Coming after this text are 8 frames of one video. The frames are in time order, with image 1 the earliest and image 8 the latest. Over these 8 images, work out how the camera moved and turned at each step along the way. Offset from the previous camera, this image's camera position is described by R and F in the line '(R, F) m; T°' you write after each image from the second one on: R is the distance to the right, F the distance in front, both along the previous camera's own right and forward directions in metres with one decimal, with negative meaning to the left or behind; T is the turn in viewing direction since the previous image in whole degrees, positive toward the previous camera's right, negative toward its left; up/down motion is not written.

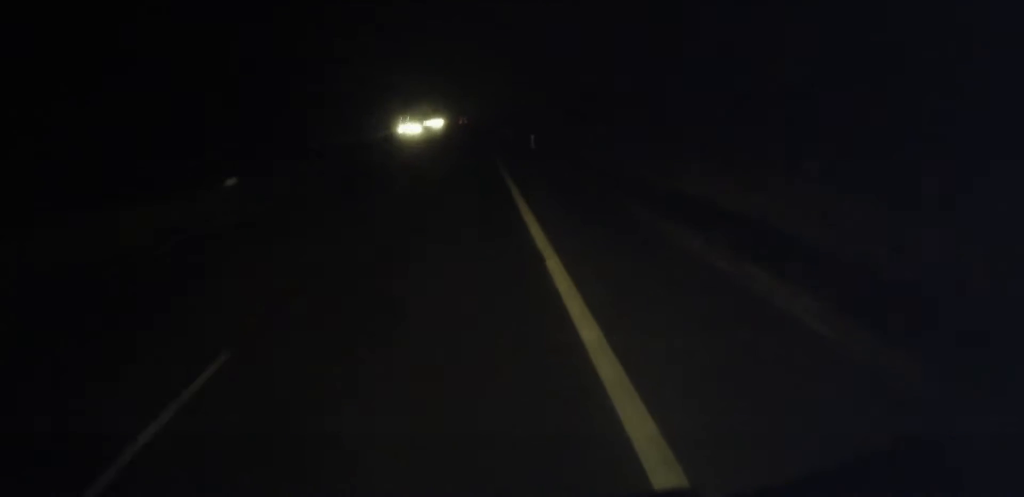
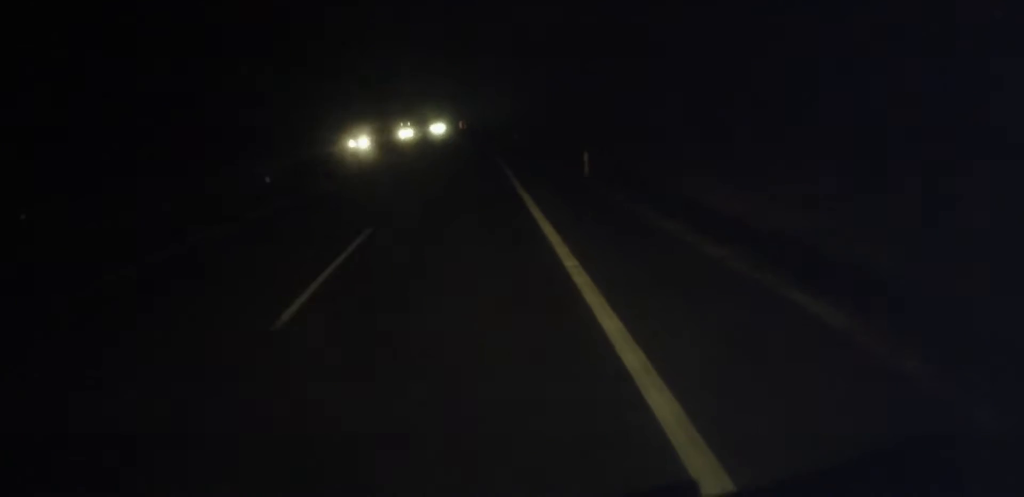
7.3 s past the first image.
(-2.4, +172.3) m; -1°
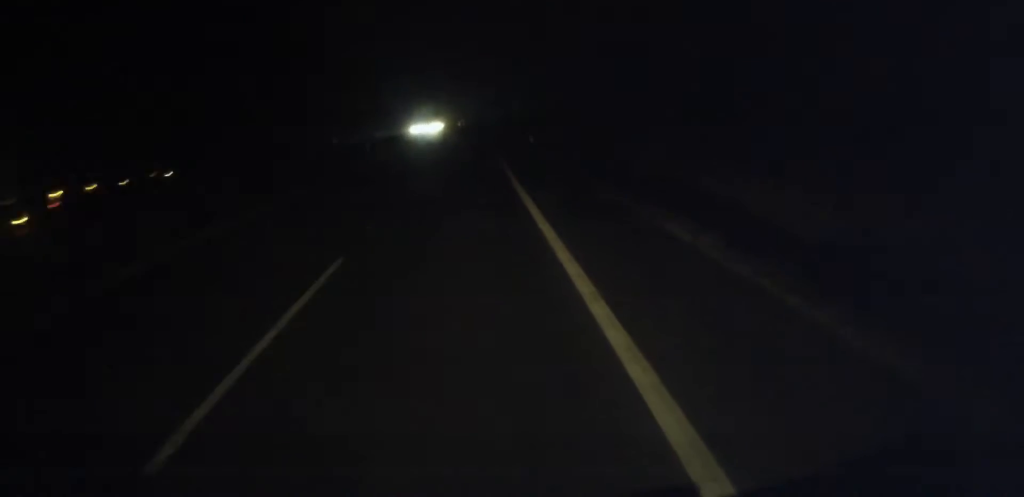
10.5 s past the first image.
(+0.2, +75.1) m; 0°
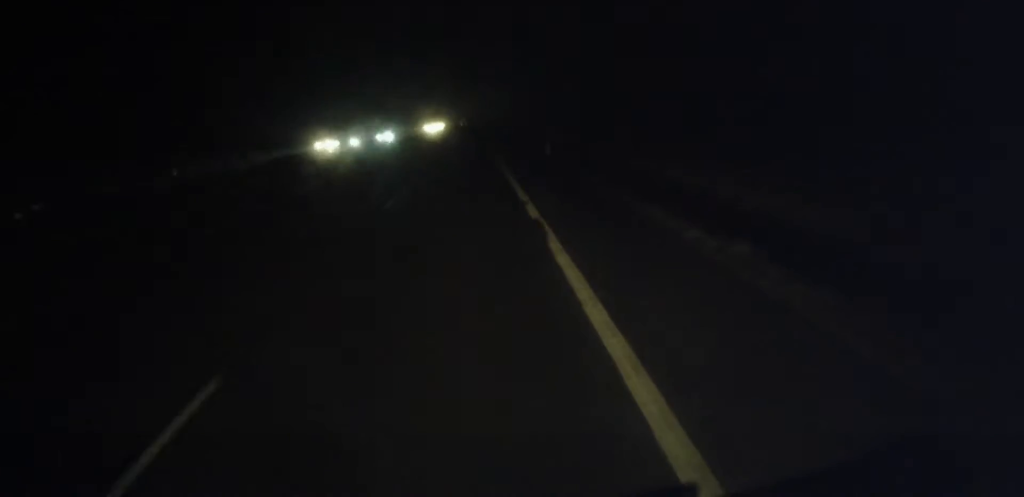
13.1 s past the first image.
(-0.2, +59.4) m; -1°
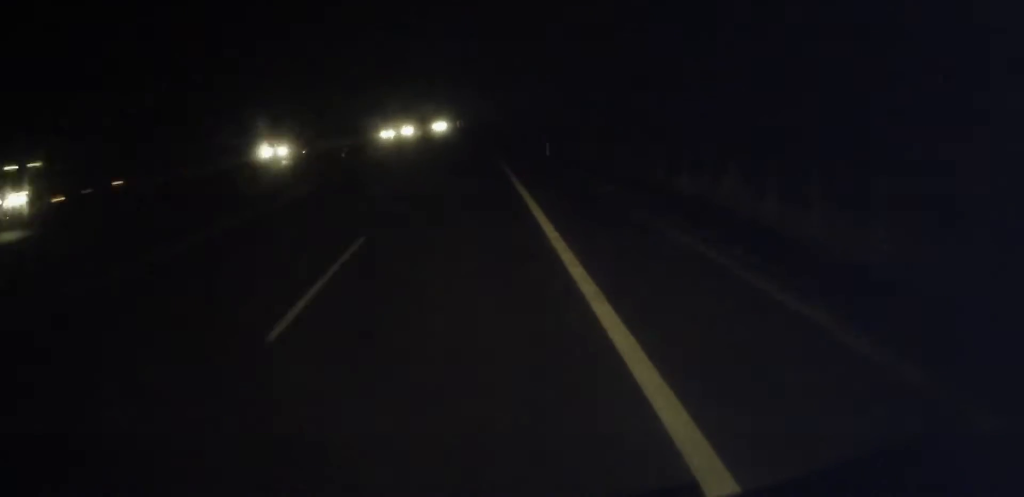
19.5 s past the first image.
(-2.0, +150.1) m; -1°
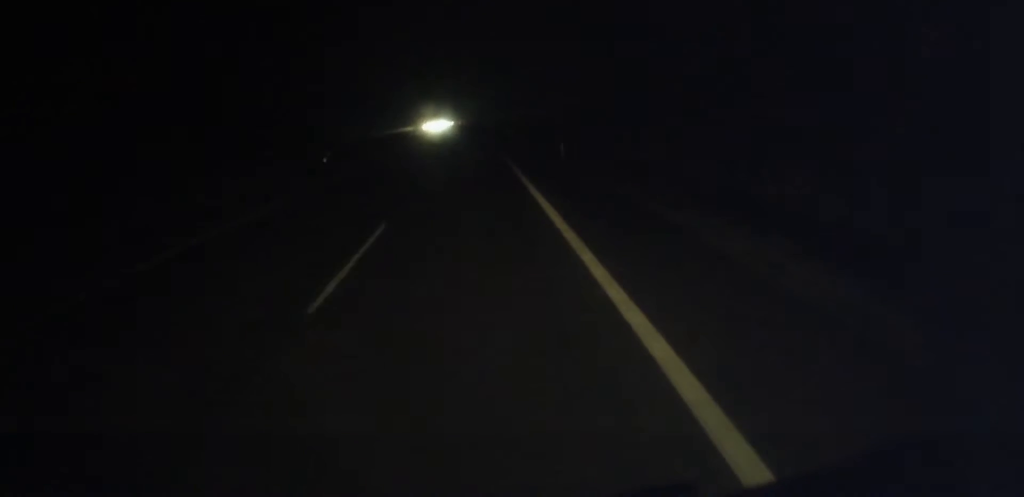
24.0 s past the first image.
(-0.2, +106.6) m; -1°
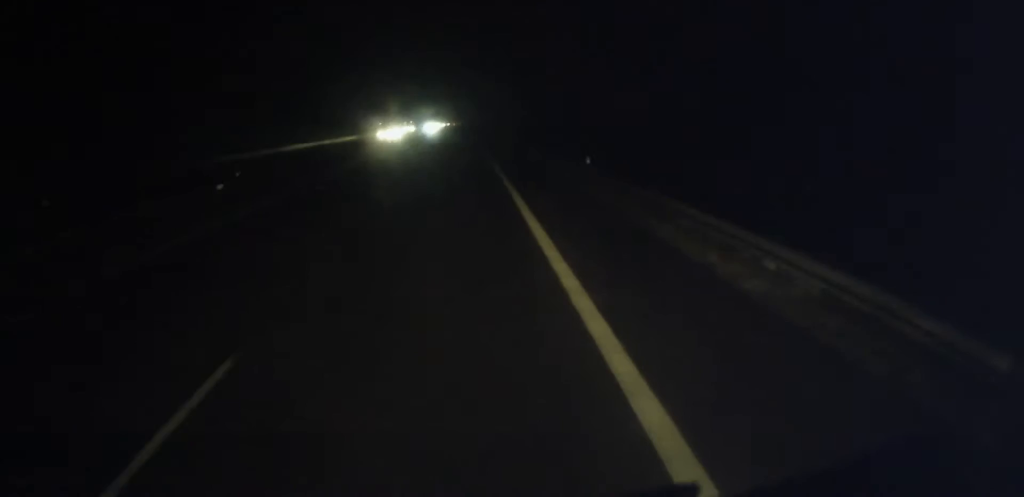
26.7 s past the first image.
(-0.4, +62.8) m; -1°
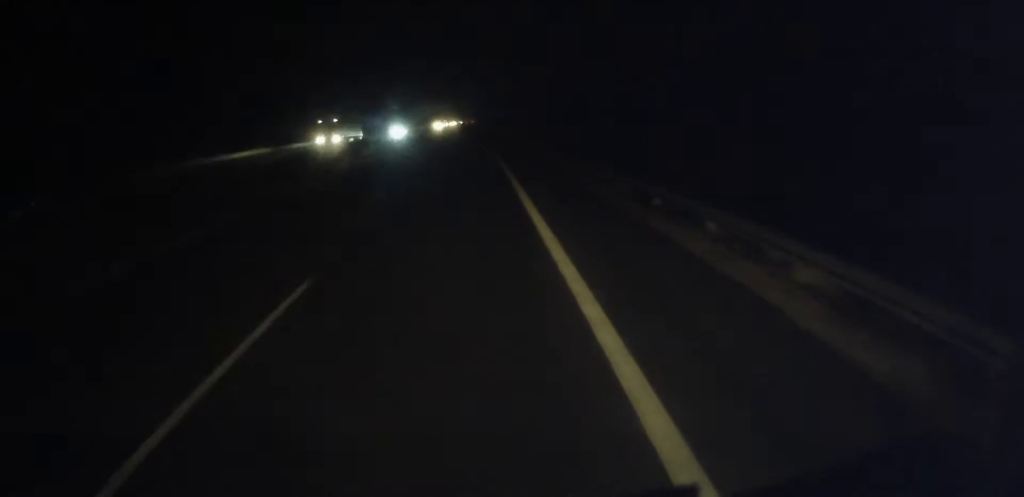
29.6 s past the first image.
(-0.4, +69.4) m; 0°
